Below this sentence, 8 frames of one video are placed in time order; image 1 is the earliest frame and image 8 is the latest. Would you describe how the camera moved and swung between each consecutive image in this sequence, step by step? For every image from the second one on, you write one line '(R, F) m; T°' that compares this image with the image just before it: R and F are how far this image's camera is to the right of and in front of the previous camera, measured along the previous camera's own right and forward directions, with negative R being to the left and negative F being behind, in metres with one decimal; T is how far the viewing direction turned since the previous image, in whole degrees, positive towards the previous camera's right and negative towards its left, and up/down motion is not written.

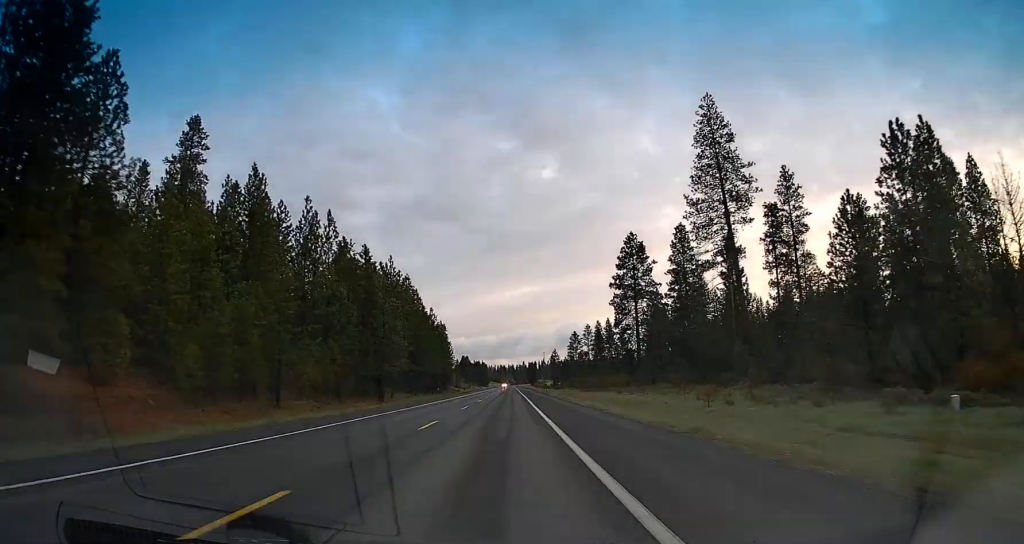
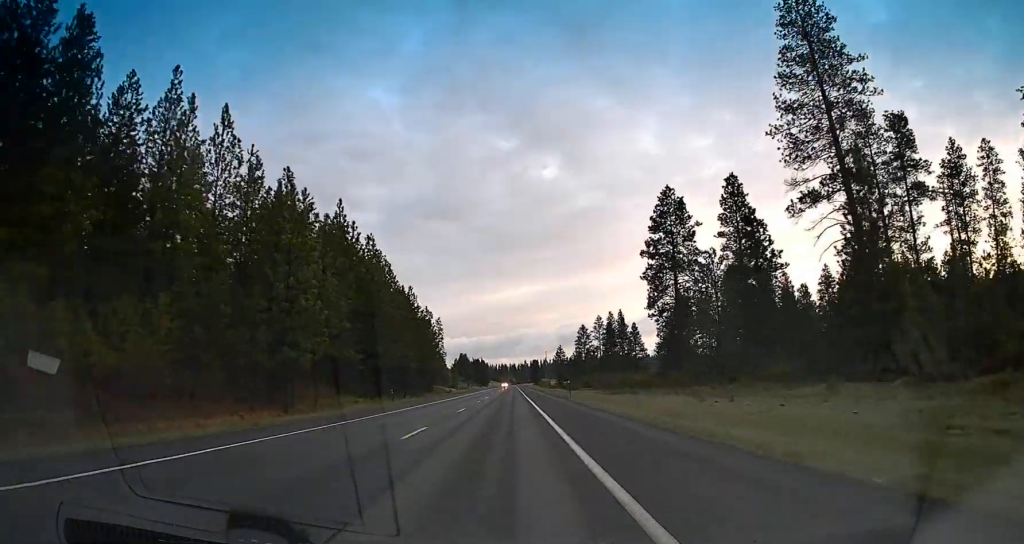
(-0.1, +36.3) m; 0°
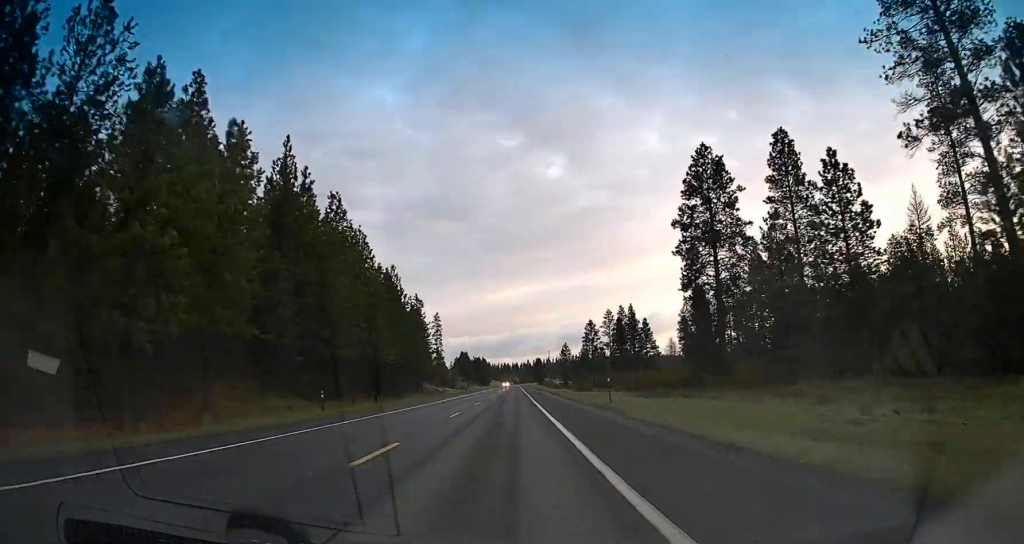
(+0.2, +21.8) m; 0°
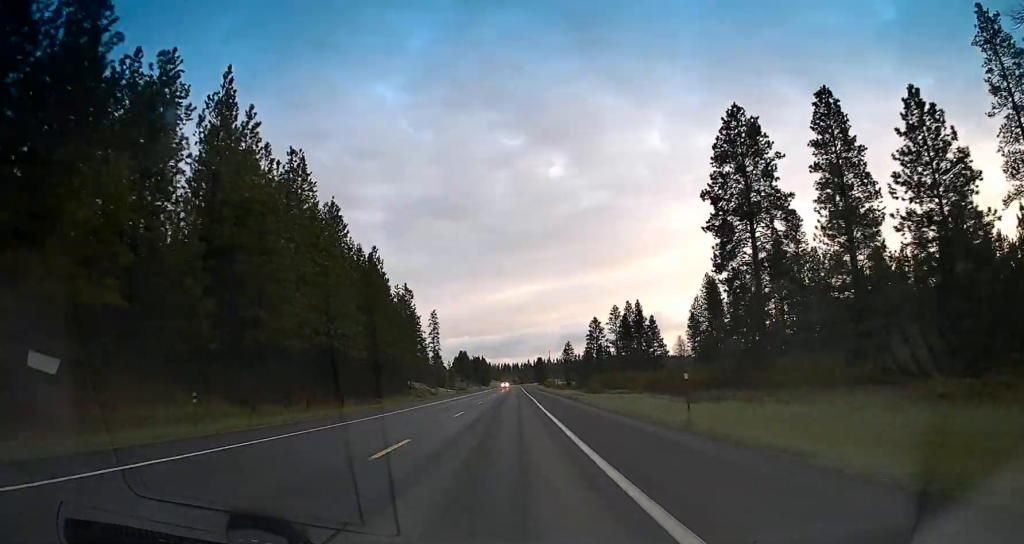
(0.0, +14.9) m; 0°
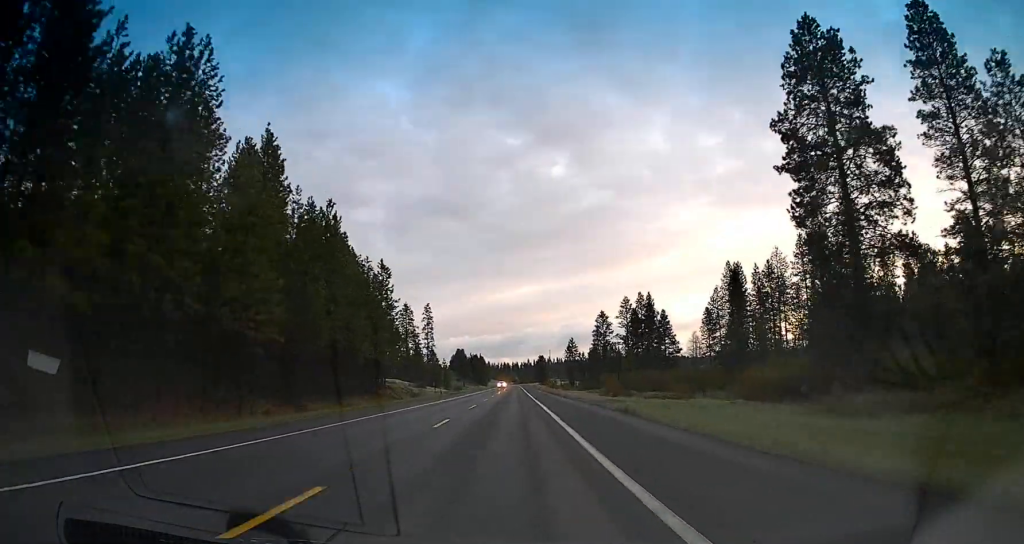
(-0.3, +22.8) m; -1°
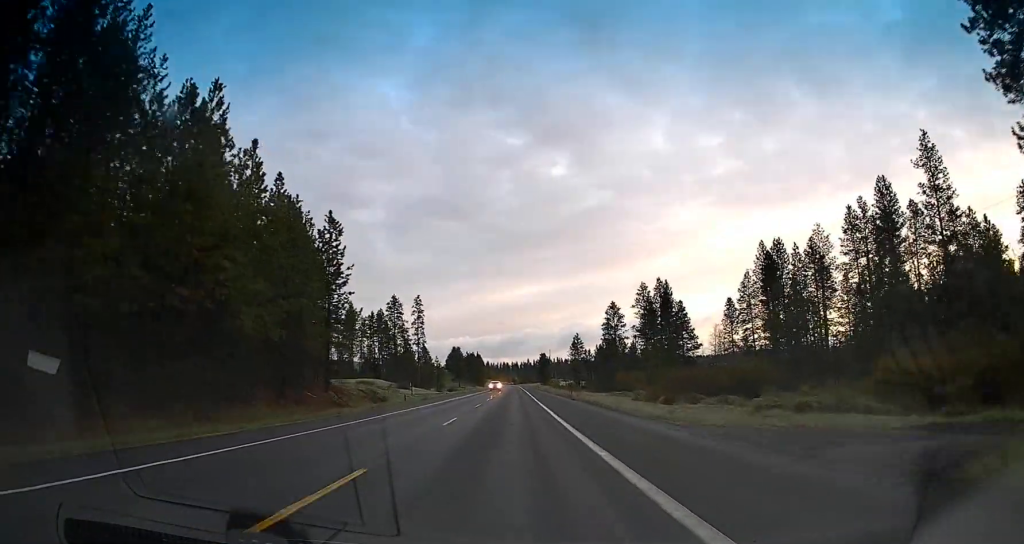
(0.0, +28.7) m; 0°
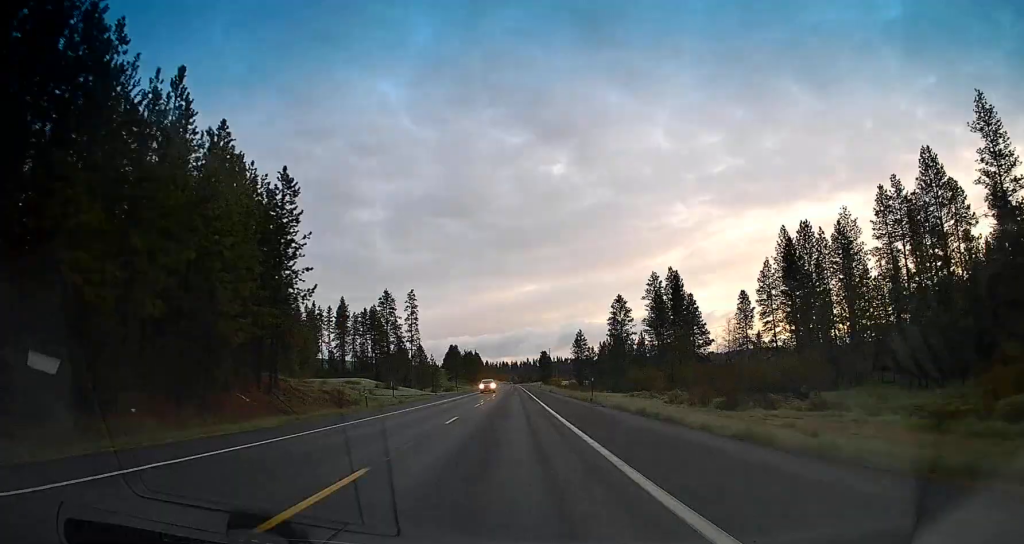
(0.0, +15.2) m; 0°
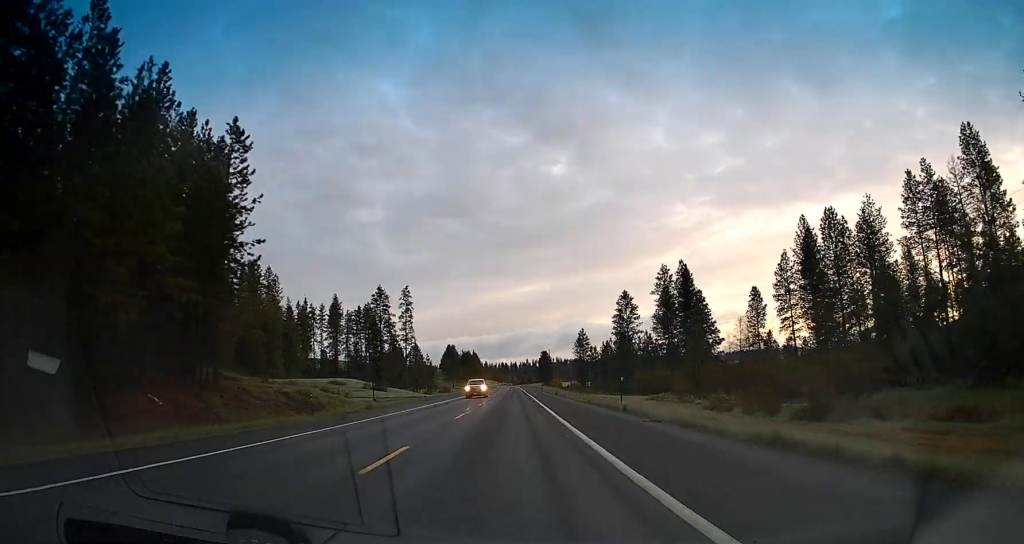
(0.0, +11.6) m; 0°
